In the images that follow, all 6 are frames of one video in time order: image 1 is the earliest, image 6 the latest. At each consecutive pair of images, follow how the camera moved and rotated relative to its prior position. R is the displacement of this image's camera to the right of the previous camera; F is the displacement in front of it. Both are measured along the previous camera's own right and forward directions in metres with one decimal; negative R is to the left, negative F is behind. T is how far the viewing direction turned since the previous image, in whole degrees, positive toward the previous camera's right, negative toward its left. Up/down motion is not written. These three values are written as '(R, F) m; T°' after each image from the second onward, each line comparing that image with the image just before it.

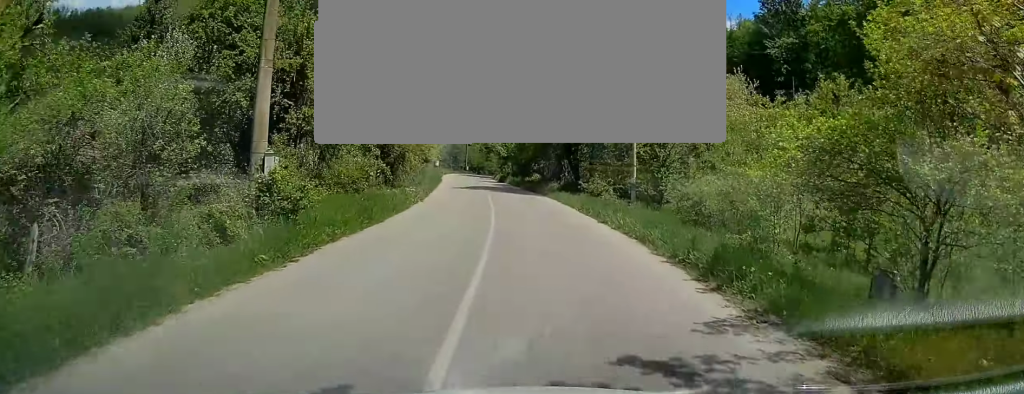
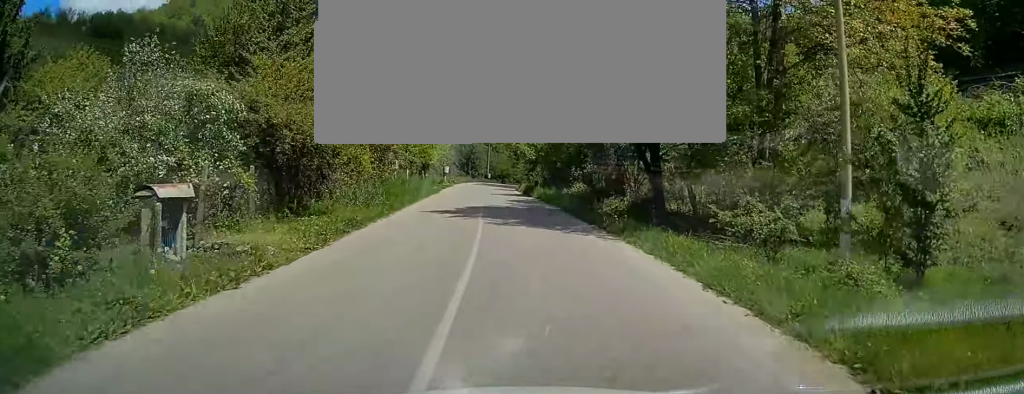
(-0.8, +17.5) m; -4°
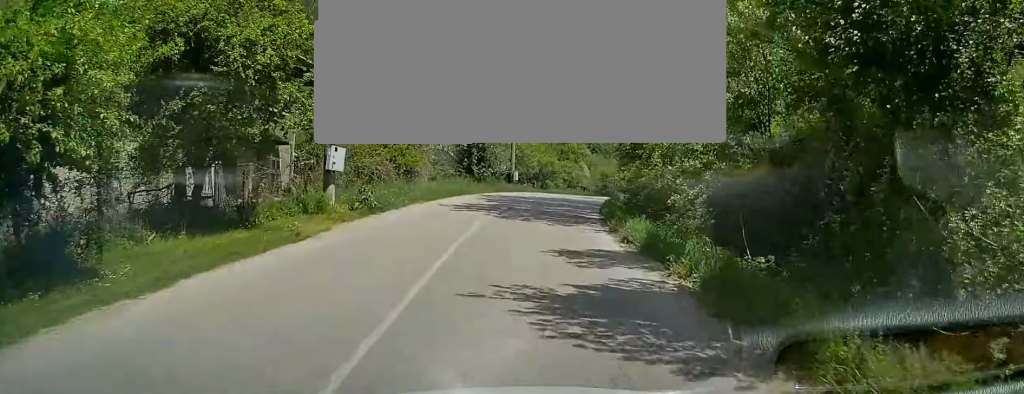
(-1.6, +47.8) m; -4°
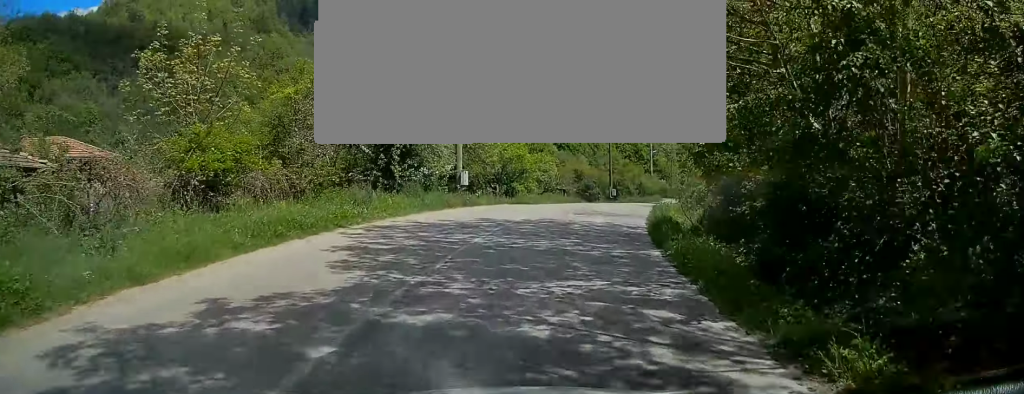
(+0.1, +17.7) m; +3°
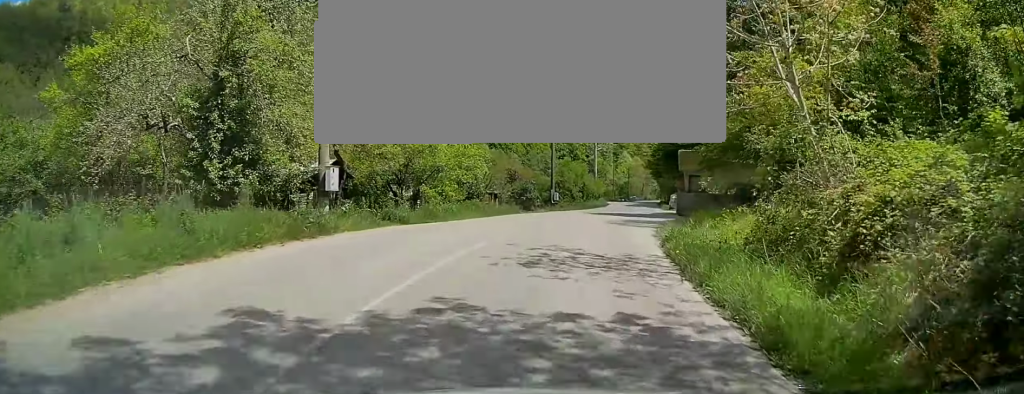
(+0.4, +11.8) m; +5°
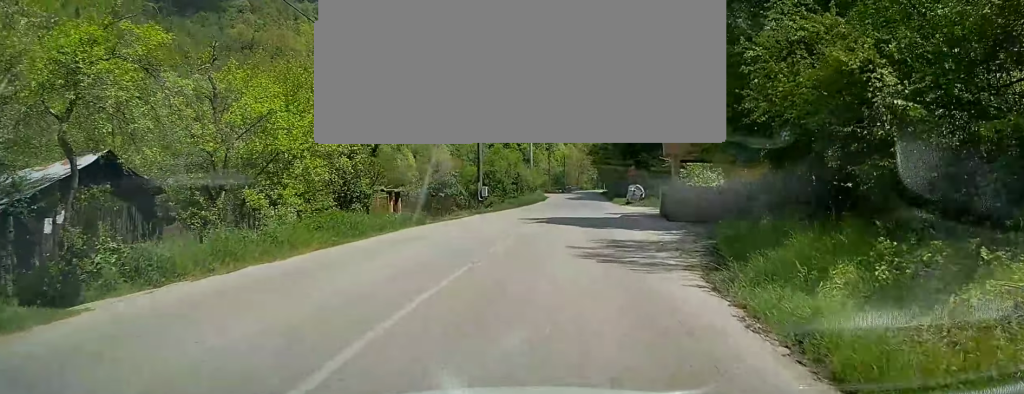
(+0.5, +11.3) m; +5°
